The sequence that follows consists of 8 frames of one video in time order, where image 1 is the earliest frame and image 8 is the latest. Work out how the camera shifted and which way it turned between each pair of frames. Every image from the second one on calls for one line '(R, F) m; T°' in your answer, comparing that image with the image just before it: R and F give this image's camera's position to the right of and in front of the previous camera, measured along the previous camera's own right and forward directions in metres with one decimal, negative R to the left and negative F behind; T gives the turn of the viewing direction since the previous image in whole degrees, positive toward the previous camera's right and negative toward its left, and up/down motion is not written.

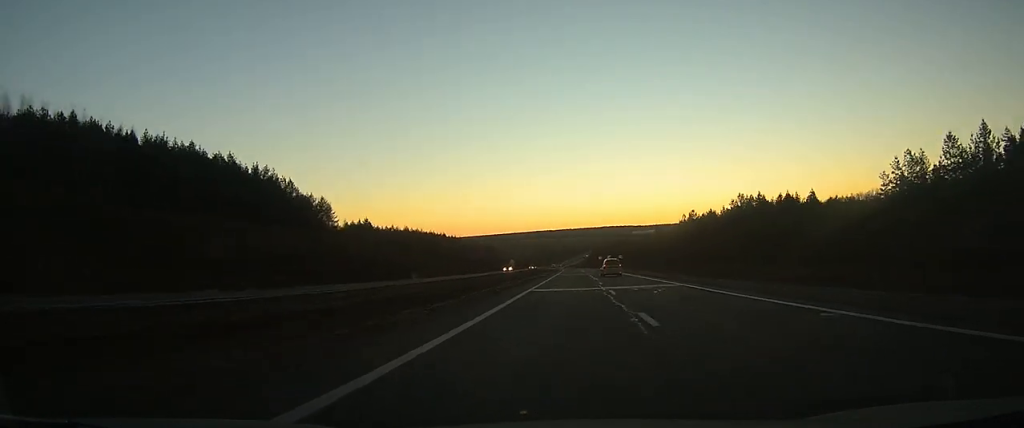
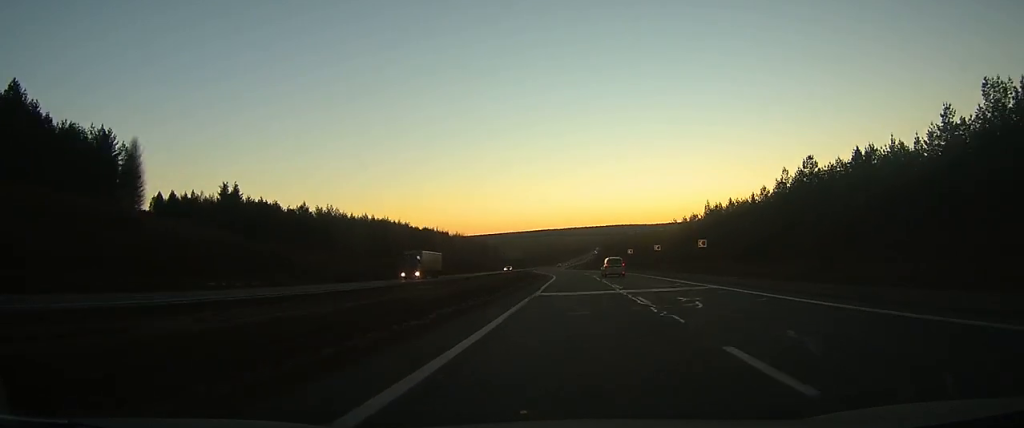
(-0.3, +75.0) m; -1°
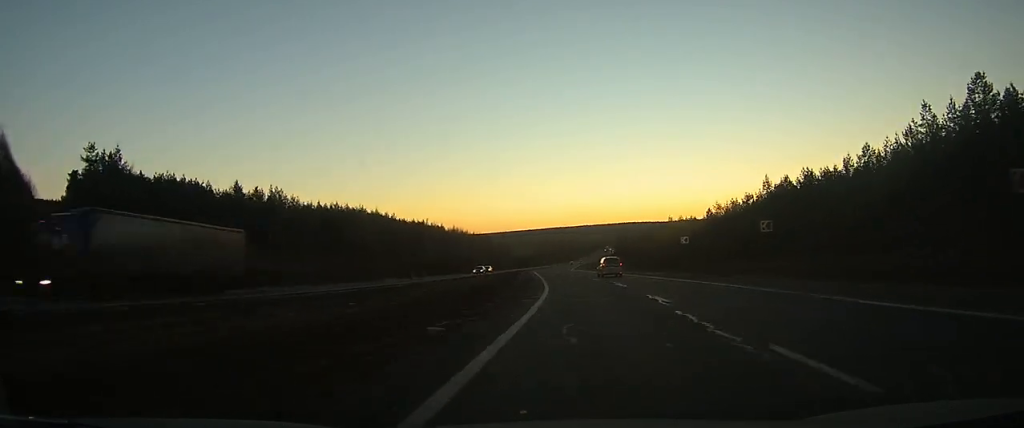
(-0.4, +34.4) m; -1°
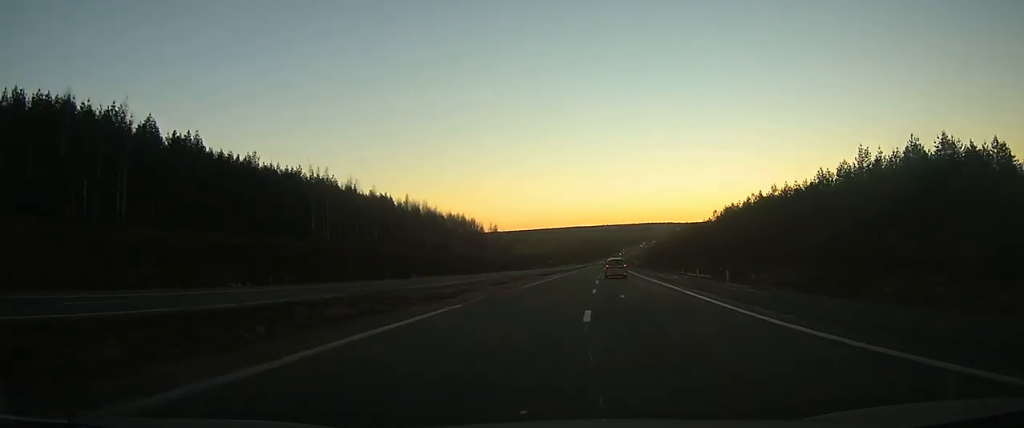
(-2.5, +115.7) m; -1°
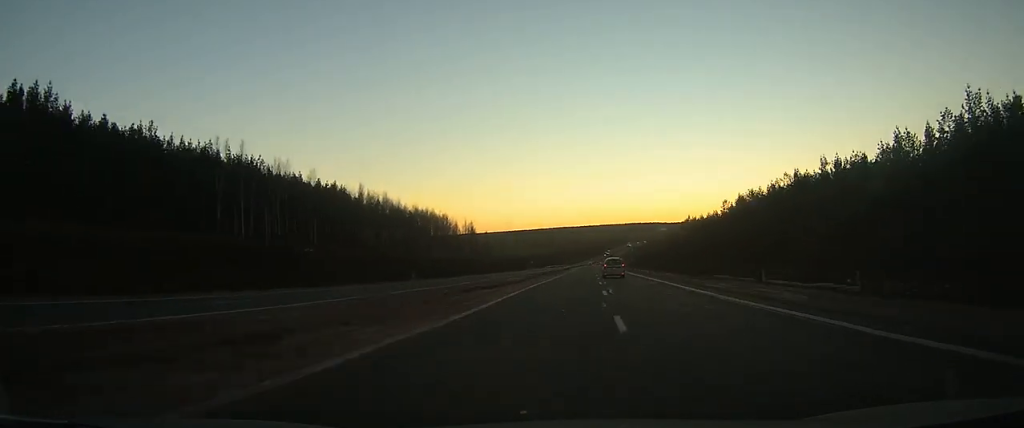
(-0.1, +27.3) m; 0°
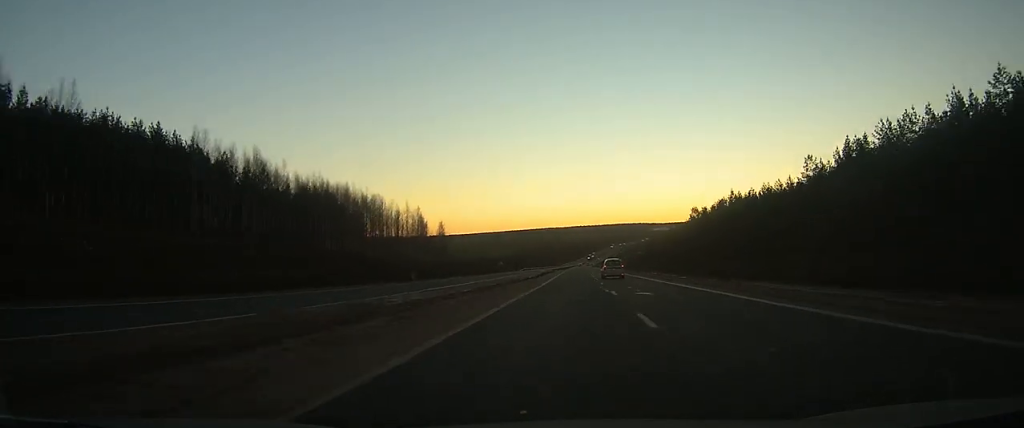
(+0.8, +61.5) m; +1°
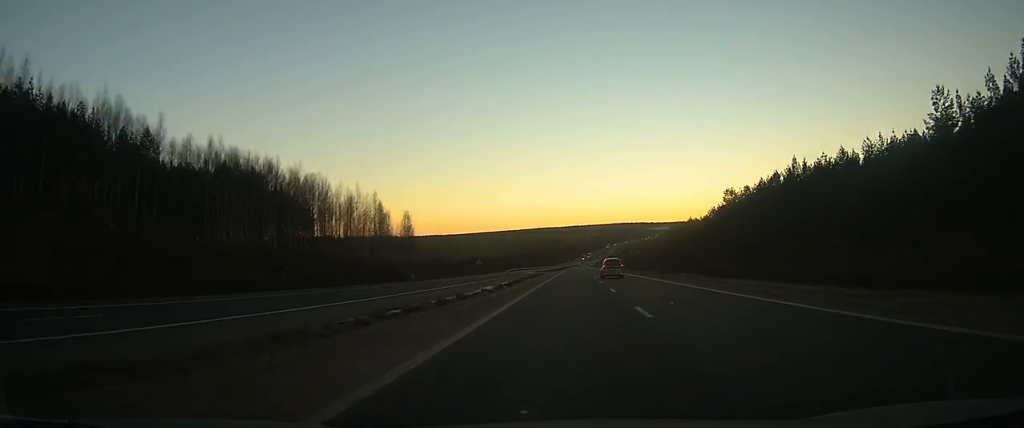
(+0.1, +34.2) m; 0°
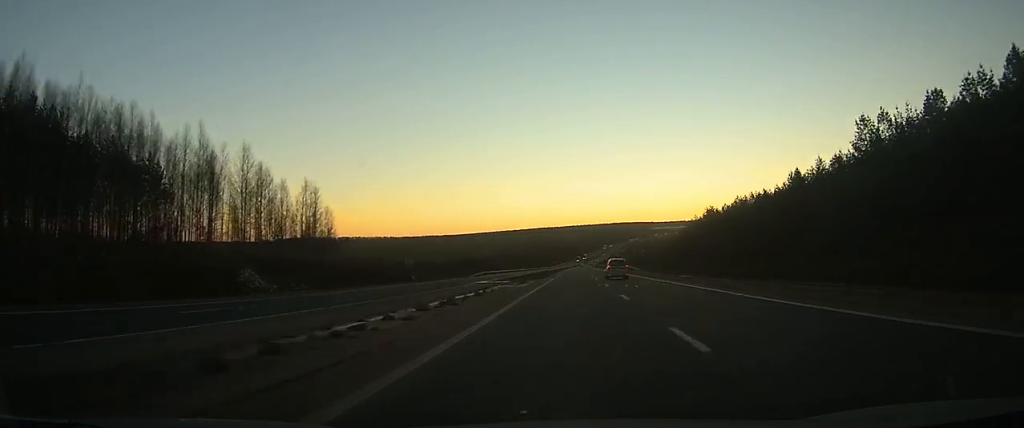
(+0.3, +53.2) m; 0°
